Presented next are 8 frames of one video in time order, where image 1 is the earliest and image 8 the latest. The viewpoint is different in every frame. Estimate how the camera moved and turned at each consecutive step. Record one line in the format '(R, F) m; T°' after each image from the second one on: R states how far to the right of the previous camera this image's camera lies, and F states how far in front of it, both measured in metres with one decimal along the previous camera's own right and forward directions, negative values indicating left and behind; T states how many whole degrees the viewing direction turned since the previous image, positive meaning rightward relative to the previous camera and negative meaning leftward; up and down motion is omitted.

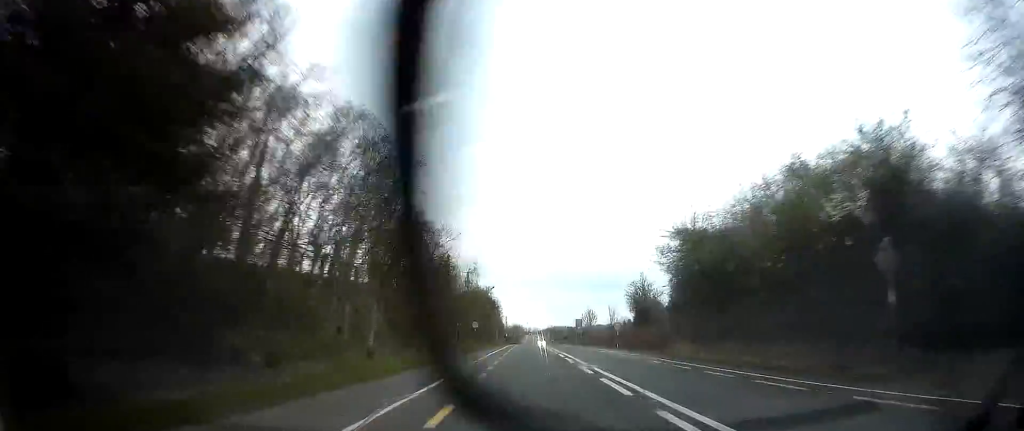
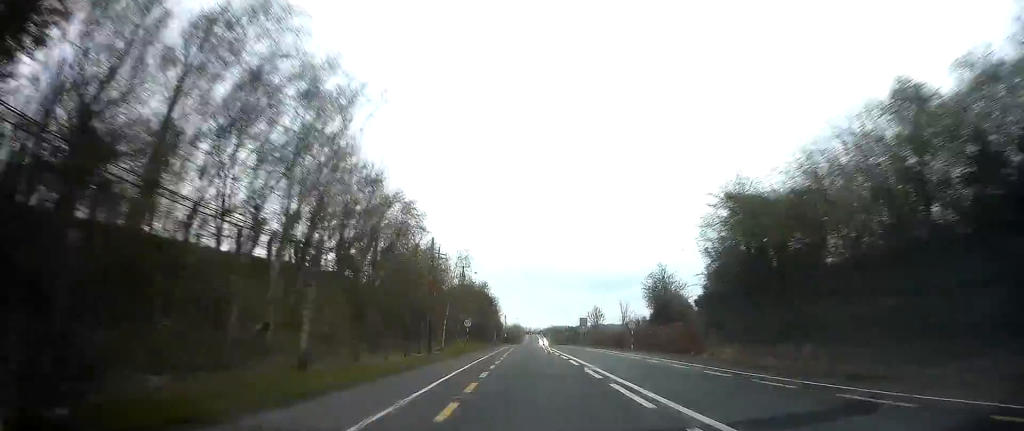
(+0.1, +7.7) m; +1°
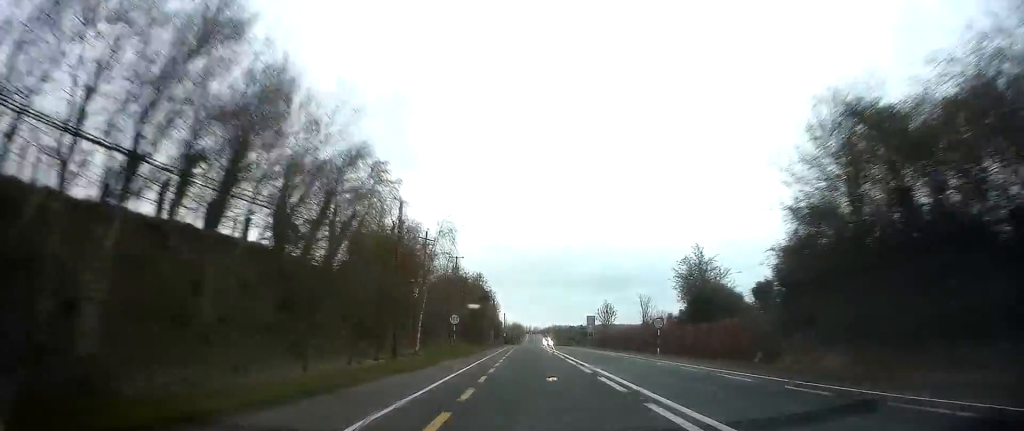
(0.0, +9.5) m; +1°
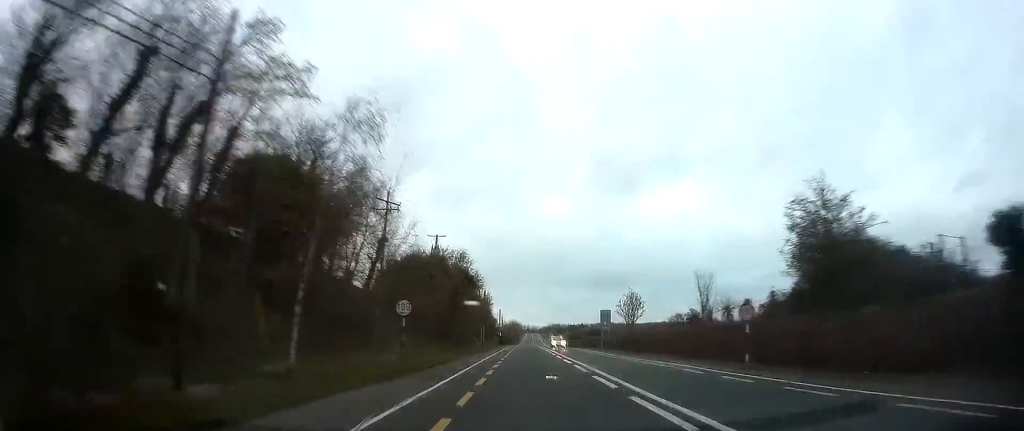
(+0.2, +16.0) m; 0°
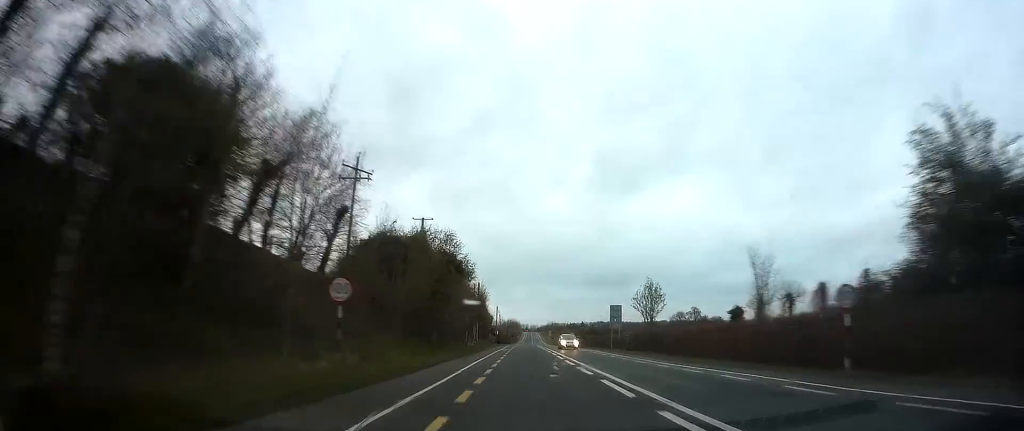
(0.0, +7.8) m; 0°
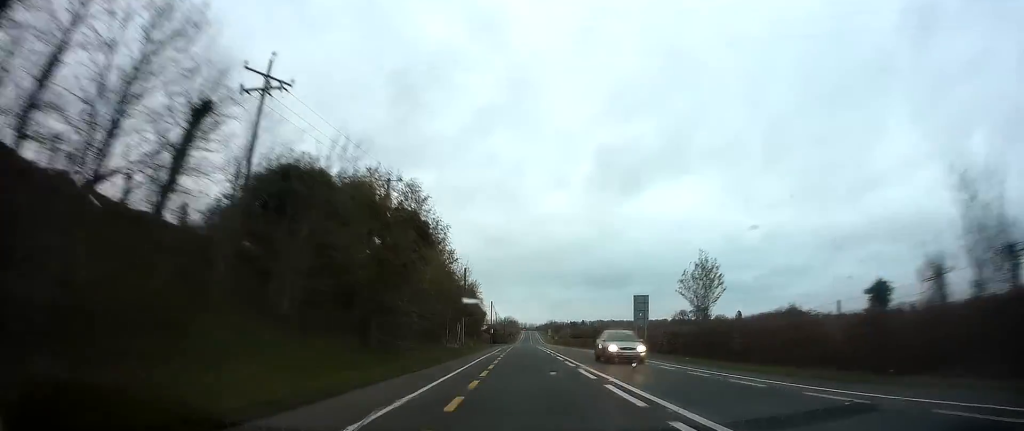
(-0.1, +12.7) m; 0°
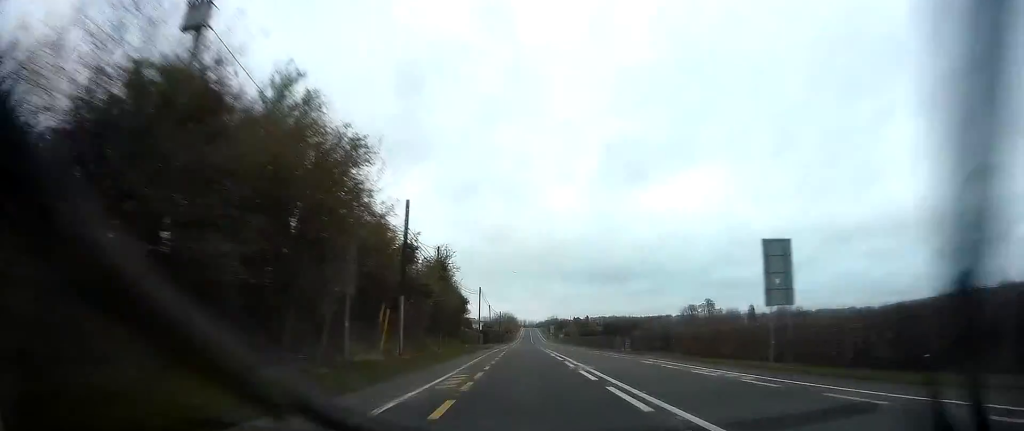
(+0.1, +25.1) m; +1°
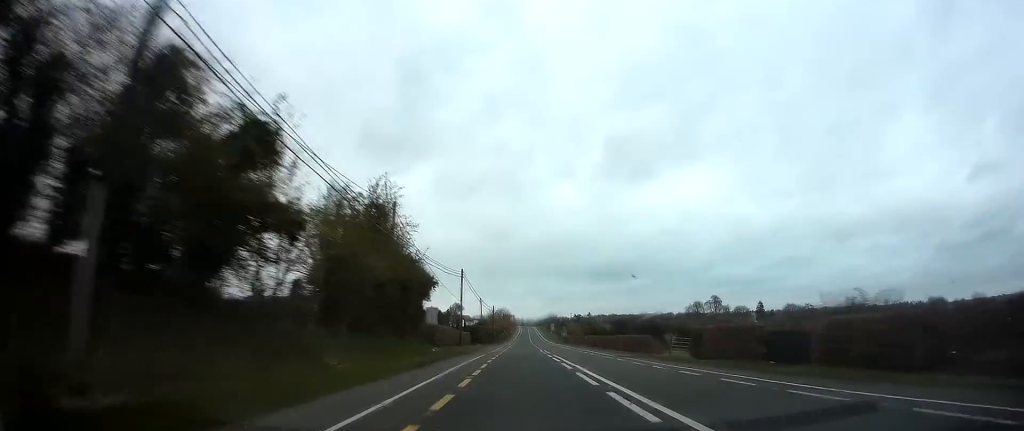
(+0.2, +19.4) m; +1°
